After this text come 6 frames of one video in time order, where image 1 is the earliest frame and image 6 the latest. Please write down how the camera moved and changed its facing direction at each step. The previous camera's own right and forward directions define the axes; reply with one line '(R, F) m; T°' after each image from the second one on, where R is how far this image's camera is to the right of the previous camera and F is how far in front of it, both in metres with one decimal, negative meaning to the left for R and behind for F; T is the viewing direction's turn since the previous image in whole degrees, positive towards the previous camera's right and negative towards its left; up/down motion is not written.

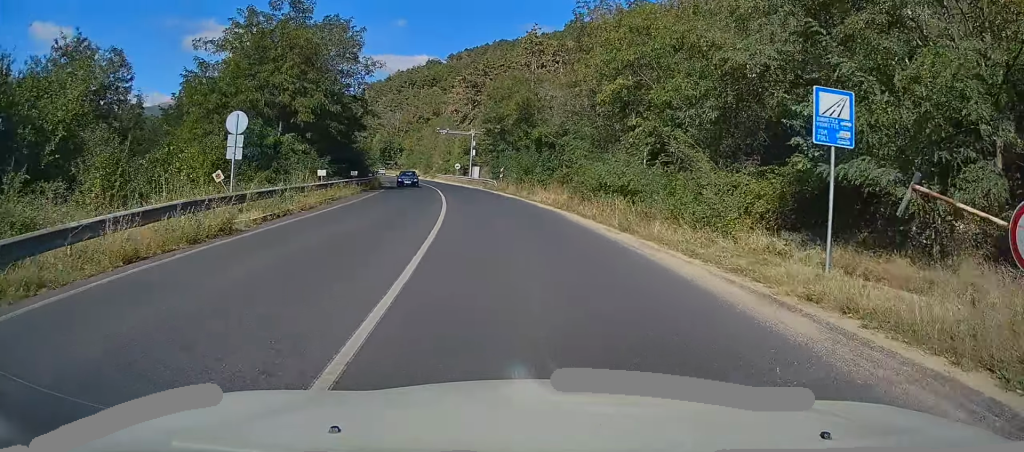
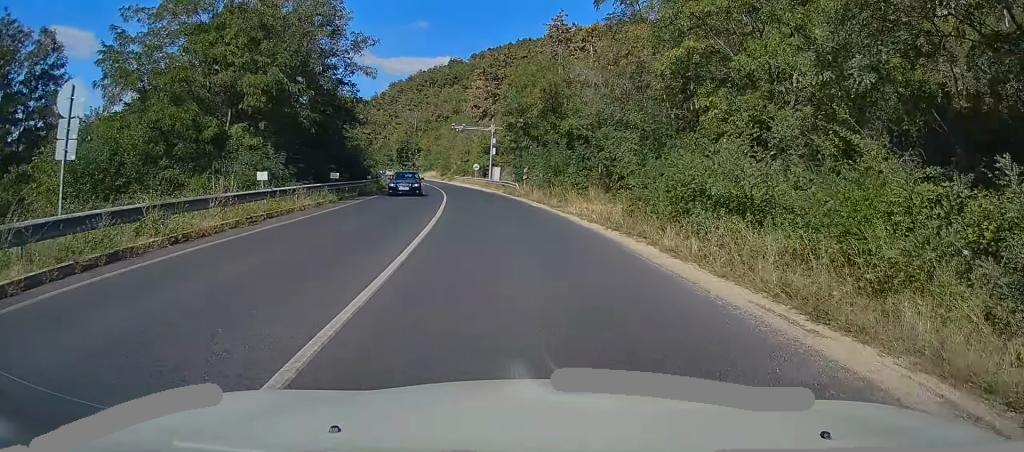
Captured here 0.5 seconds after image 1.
(-0.2, +9.1) m; -2°
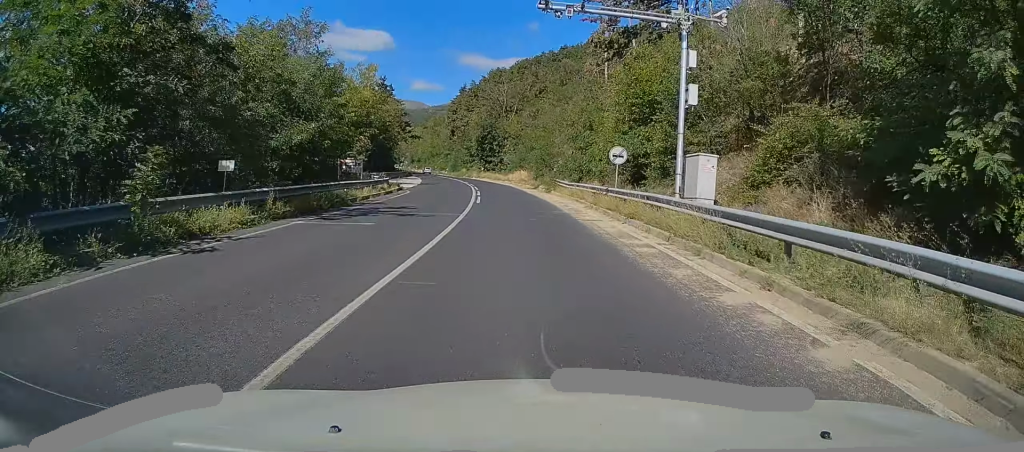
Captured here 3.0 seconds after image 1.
(-4.0, +50.3) m; -9°
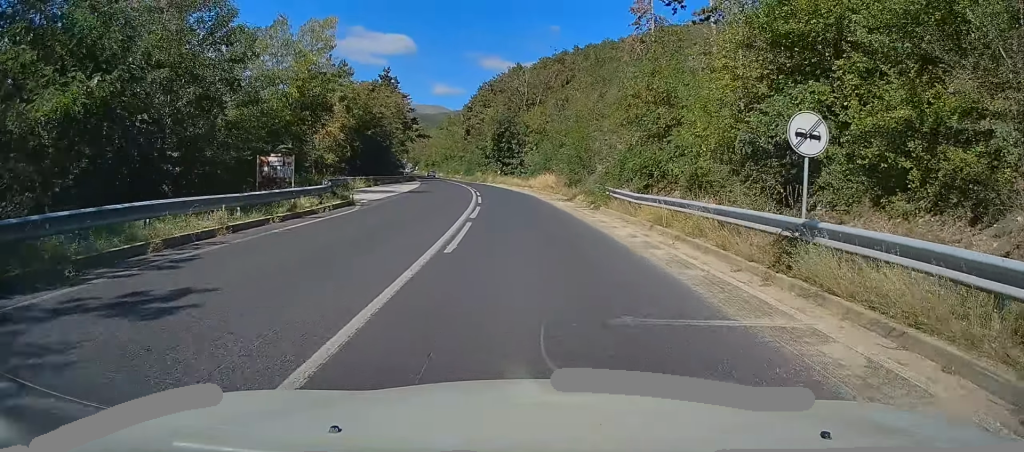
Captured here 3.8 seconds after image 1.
(-0.4, +16.2) m; -3°
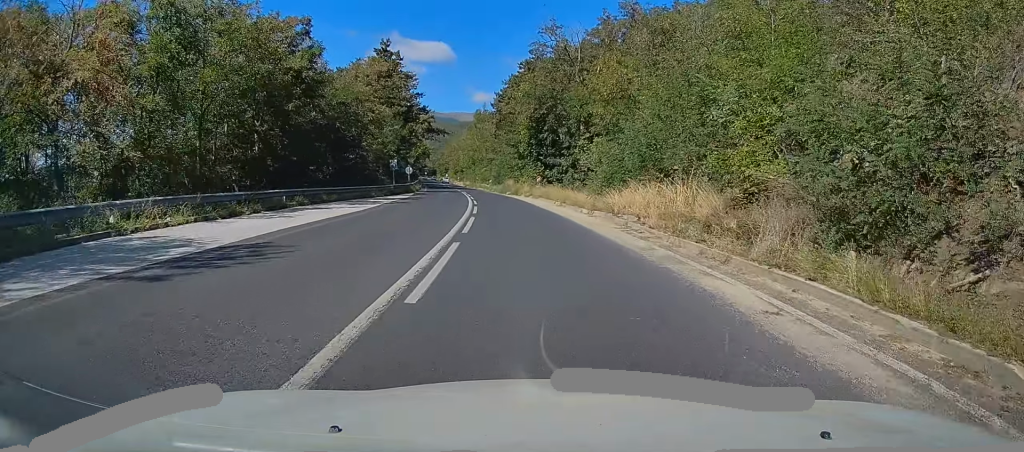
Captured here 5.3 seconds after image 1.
(-1.2, +30.3) m; -4°
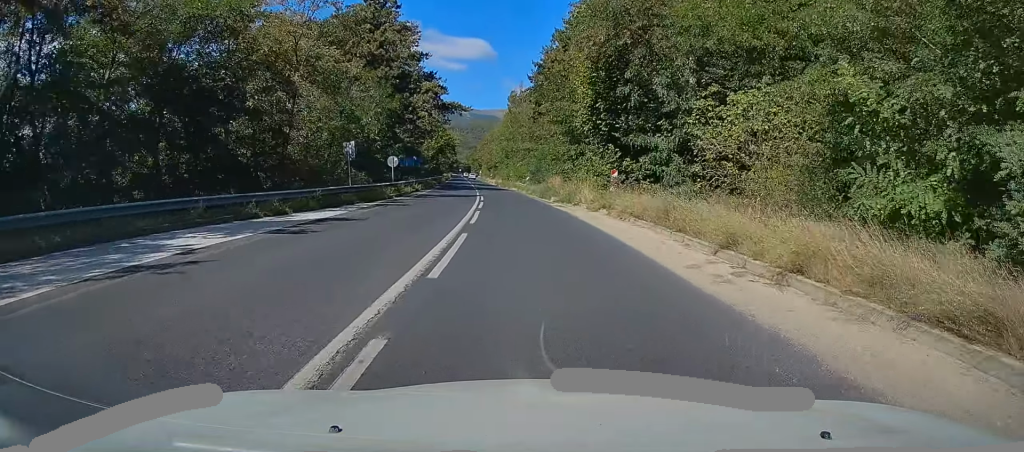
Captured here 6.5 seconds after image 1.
(-0.7, +25.3) m; -3°
